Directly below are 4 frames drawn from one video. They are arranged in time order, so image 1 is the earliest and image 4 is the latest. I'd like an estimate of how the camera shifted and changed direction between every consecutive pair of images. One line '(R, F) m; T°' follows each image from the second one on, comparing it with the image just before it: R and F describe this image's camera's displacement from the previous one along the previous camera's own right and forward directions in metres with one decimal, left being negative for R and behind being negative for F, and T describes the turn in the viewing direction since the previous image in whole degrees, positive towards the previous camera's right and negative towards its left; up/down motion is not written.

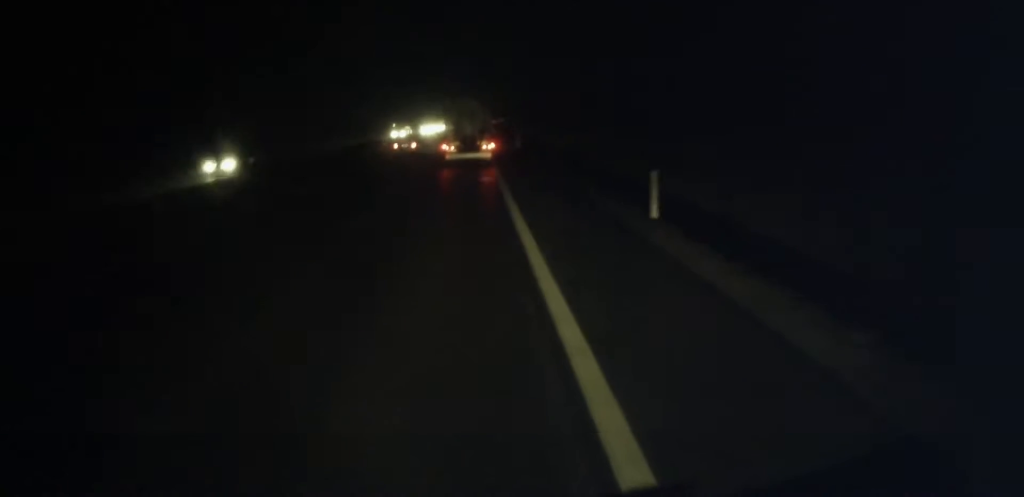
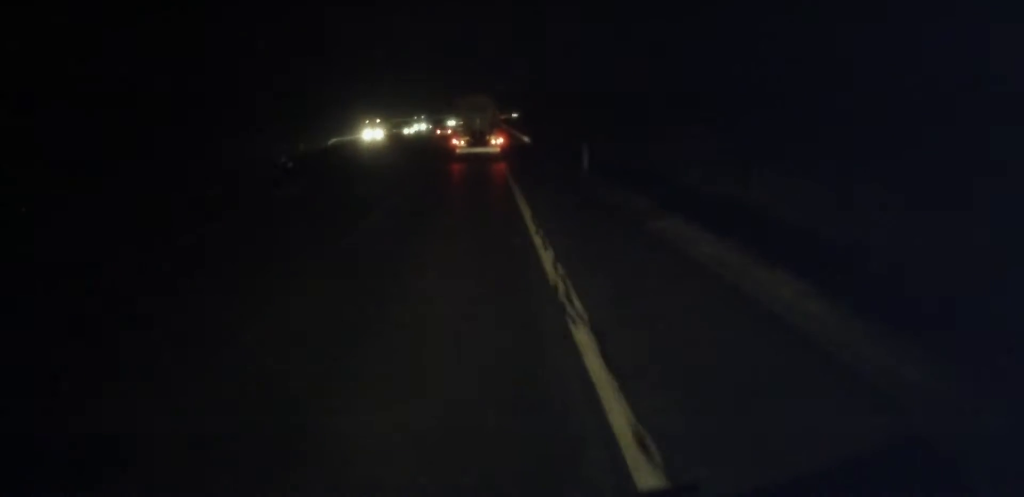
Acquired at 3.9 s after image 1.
(+0.2, +91.7) m; 0°
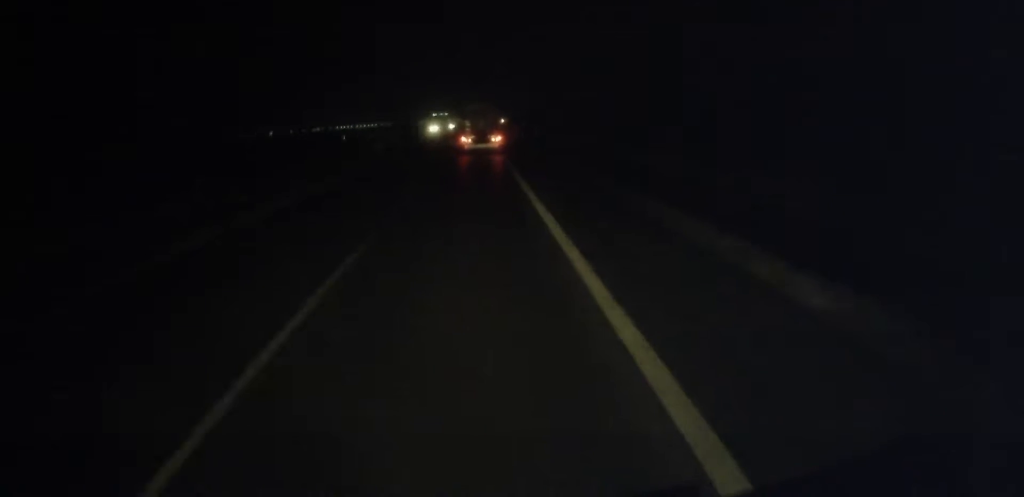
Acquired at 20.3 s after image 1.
(+6.6, +378.4) m; +2°
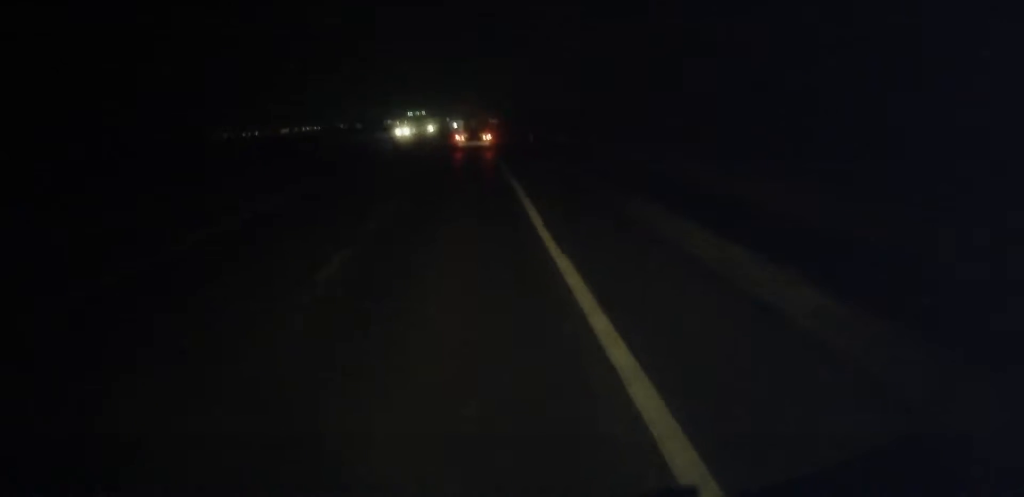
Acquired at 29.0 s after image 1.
(+2.0, +202.5) m; +1°
